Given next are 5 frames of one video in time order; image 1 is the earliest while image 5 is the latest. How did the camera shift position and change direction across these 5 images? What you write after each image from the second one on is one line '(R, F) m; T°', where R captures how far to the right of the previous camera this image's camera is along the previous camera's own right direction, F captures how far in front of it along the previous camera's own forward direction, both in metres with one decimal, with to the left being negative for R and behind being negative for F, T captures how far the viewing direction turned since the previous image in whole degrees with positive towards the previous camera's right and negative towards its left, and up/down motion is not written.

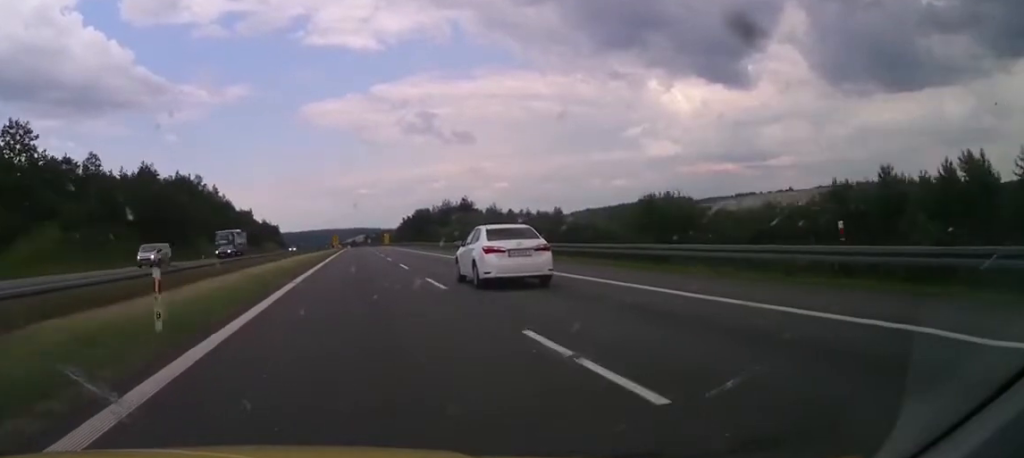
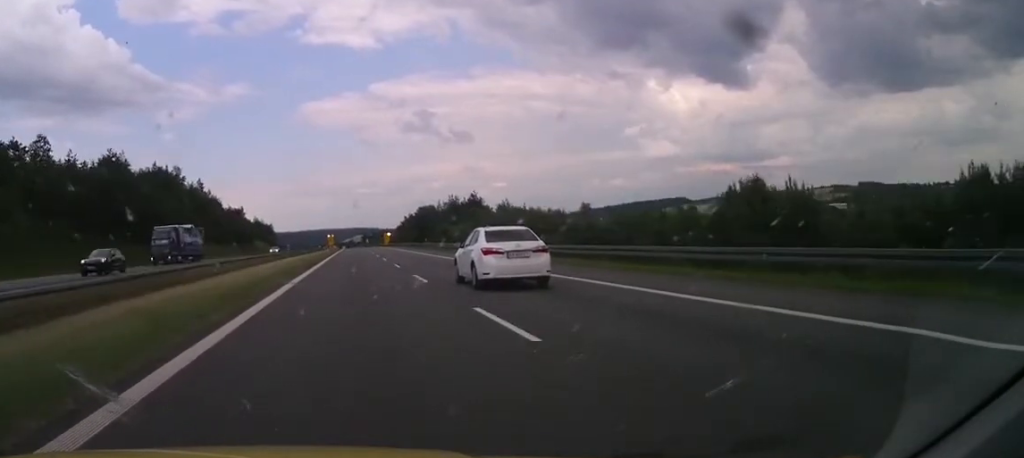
(+0.2, +20.4) m; 0°
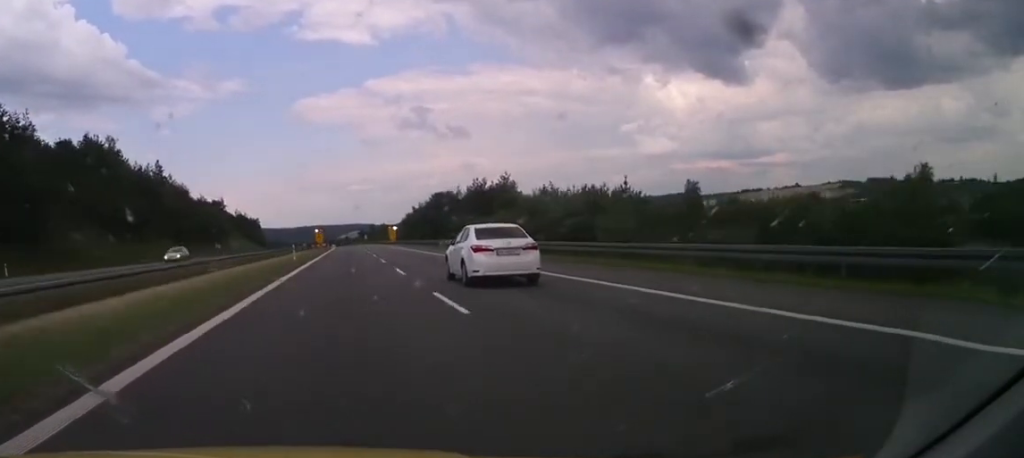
(+0.1, +44.5) m; 0°
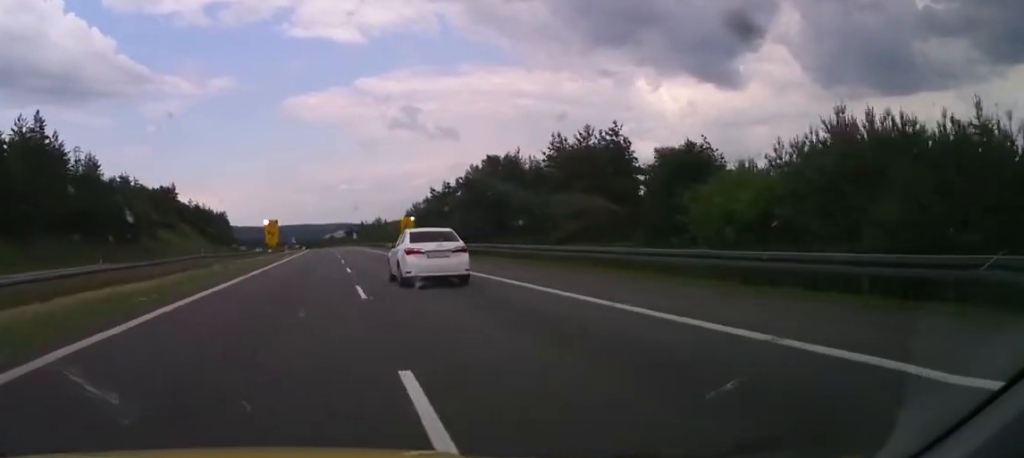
(0.0, +68.6) m; 0°
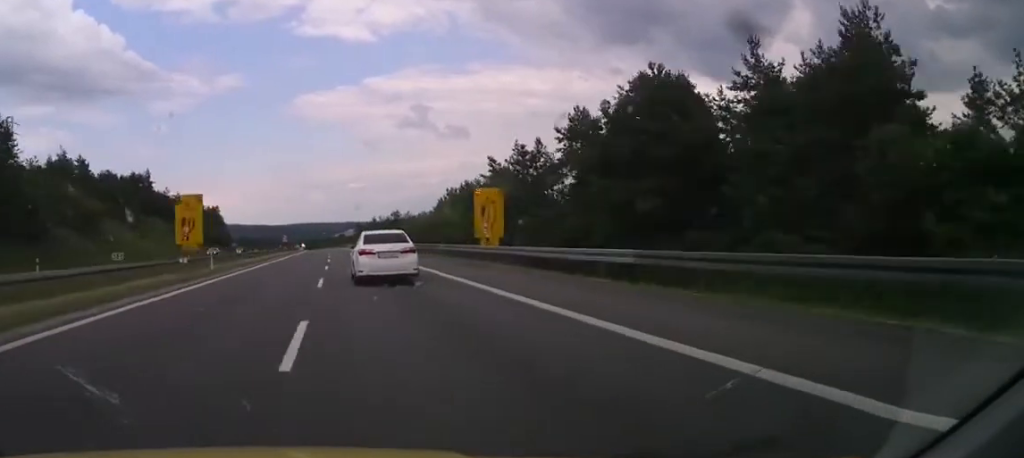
(0.0, +43.7) m; 0°
